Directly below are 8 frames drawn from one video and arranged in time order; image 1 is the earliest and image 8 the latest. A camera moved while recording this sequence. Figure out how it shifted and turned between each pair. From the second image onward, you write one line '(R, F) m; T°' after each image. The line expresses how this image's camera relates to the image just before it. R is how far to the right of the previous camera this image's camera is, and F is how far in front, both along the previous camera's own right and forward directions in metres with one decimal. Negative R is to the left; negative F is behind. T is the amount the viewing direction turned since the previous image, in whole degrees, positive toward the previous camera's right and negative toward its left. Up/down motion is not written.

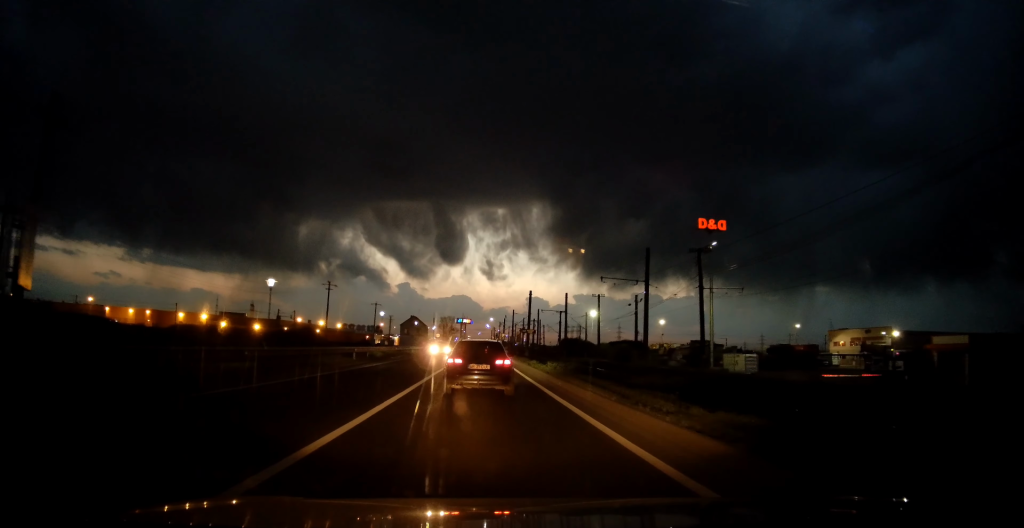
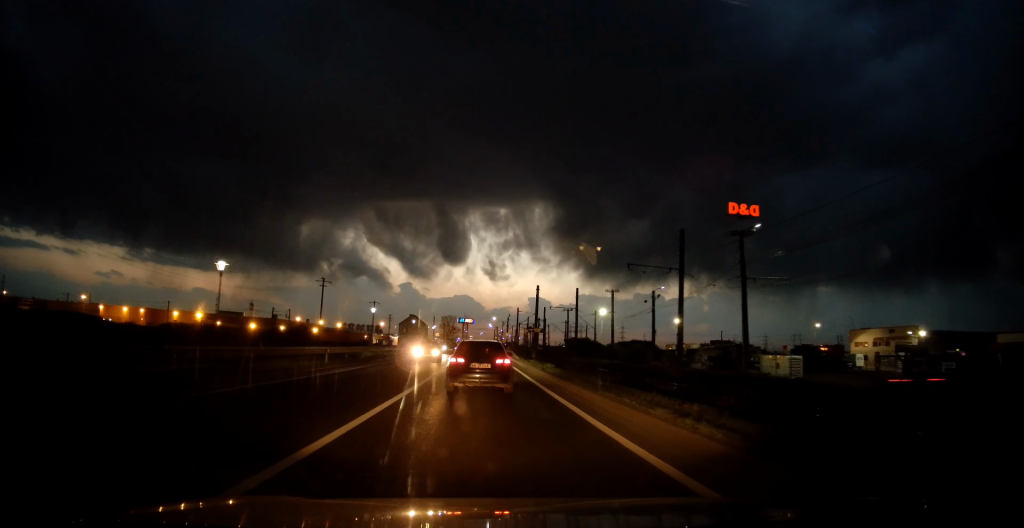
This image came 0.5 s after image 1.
(+0.1, +6.4) m; 0°
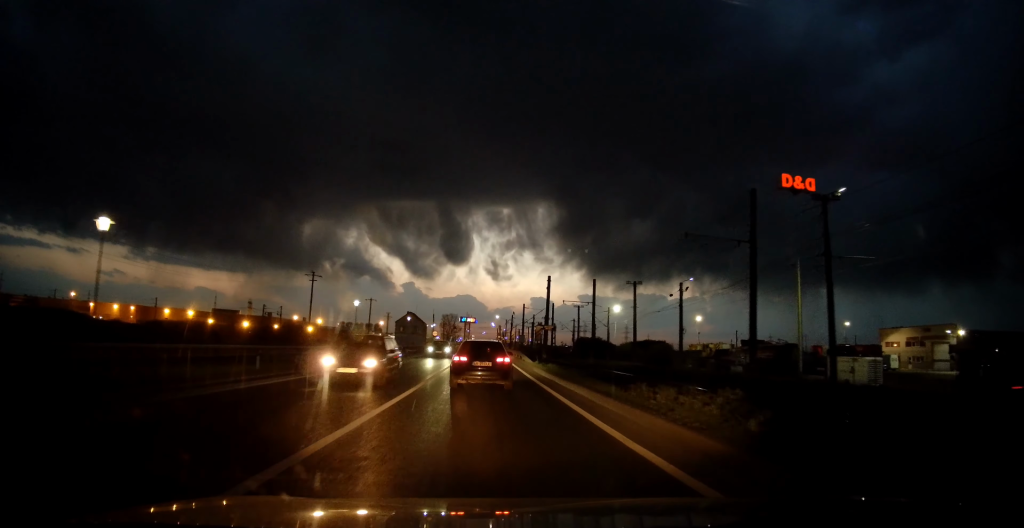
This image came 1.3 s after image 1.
(0.0, +8.5) m; -2°
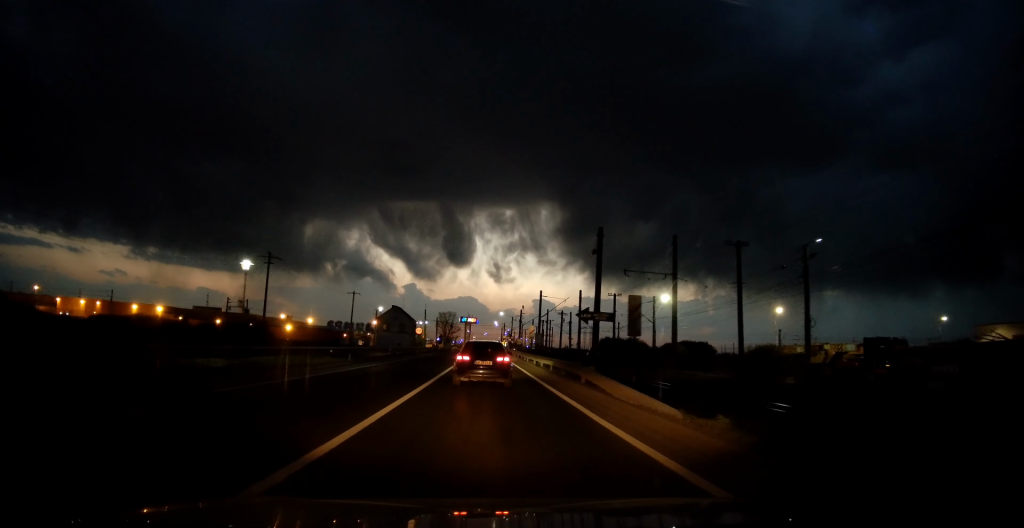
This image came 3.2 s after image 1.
(-0.4, +22.6) m; +1°
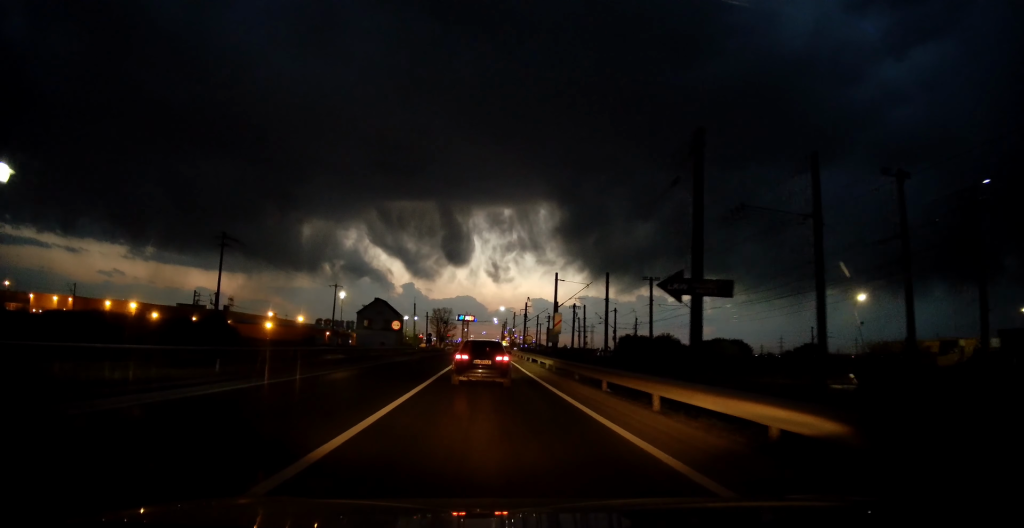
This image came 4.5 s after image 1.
(+0.2, +14.6) m; 0°
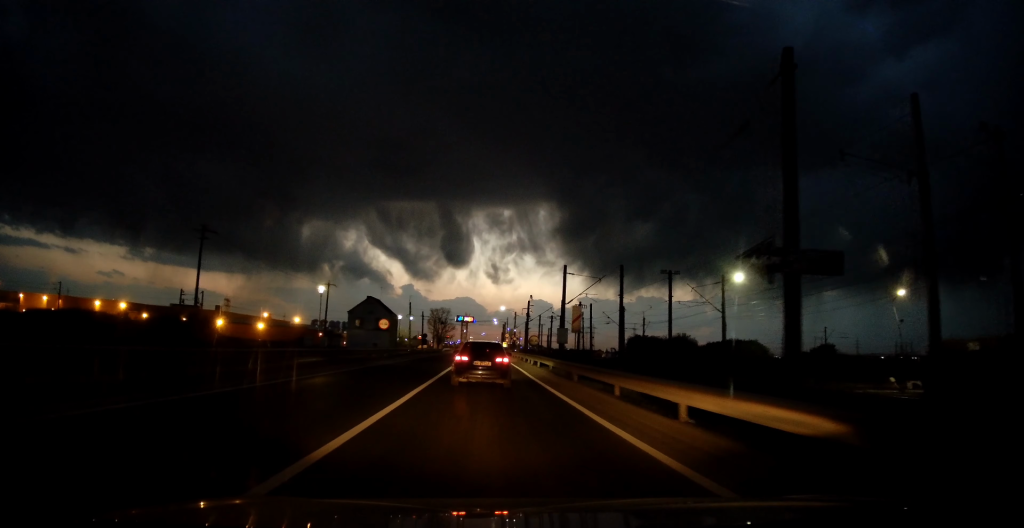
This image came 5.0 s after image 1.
(-0.1, +5.7) m; -1°
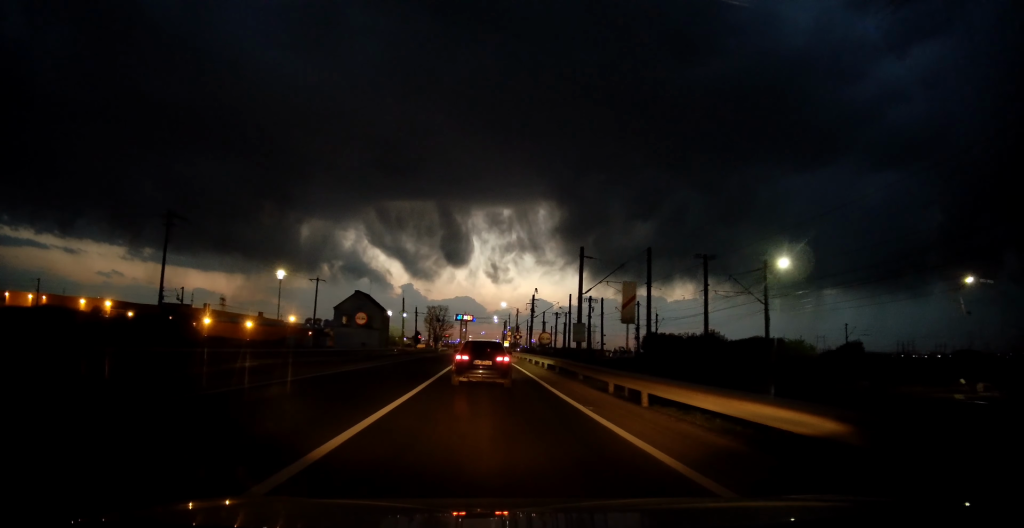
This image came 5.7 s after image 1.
(-0.1, +7.6) m; -1°
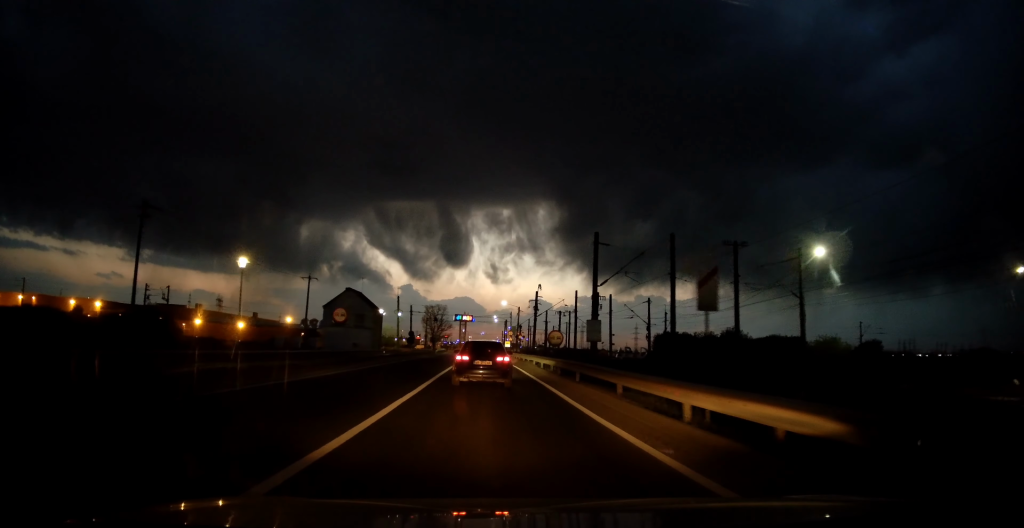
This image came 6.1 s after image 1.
(-0.1, +4.8) m; 0°
